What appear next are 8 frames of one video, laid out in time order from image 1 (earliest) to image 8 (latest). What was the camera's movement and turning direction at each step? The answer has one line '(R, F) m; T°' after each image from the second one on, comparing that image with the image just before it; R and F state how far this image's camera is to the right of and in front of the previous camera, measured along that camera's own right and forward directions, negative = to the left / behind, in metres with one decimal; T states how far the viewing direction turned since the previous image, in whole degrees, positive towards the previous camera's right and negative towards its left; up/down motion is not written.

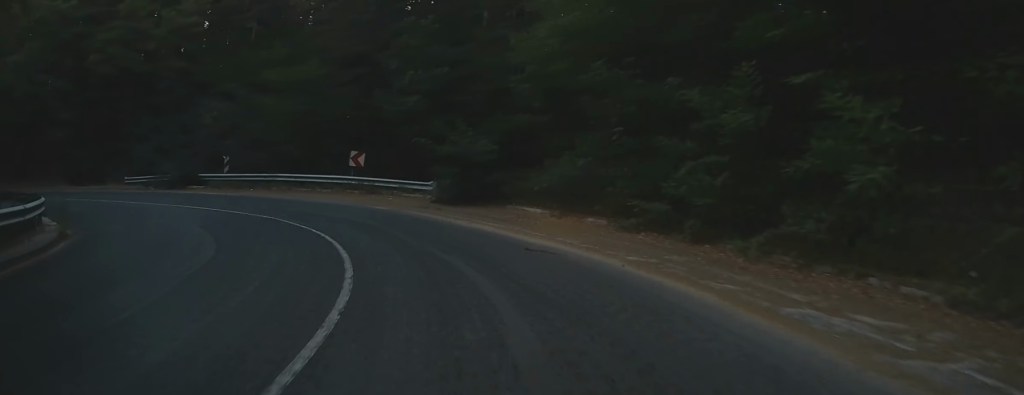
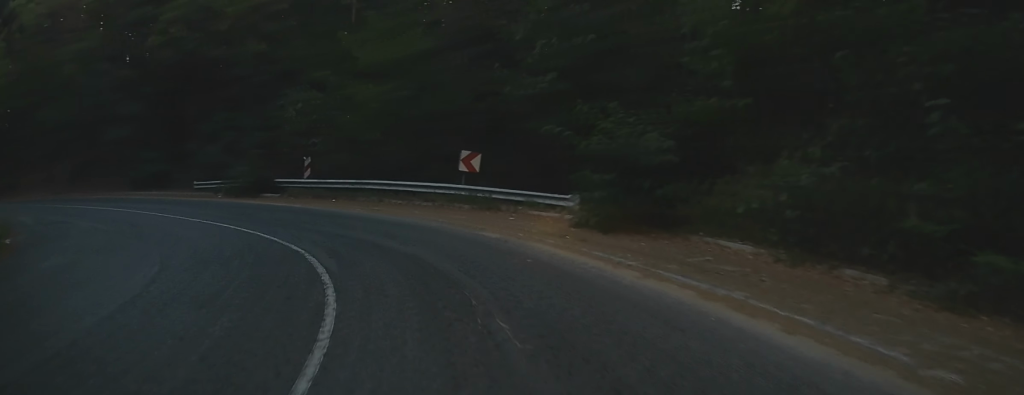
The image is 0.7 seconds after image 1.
(-1.2, +7.5) m; -9°
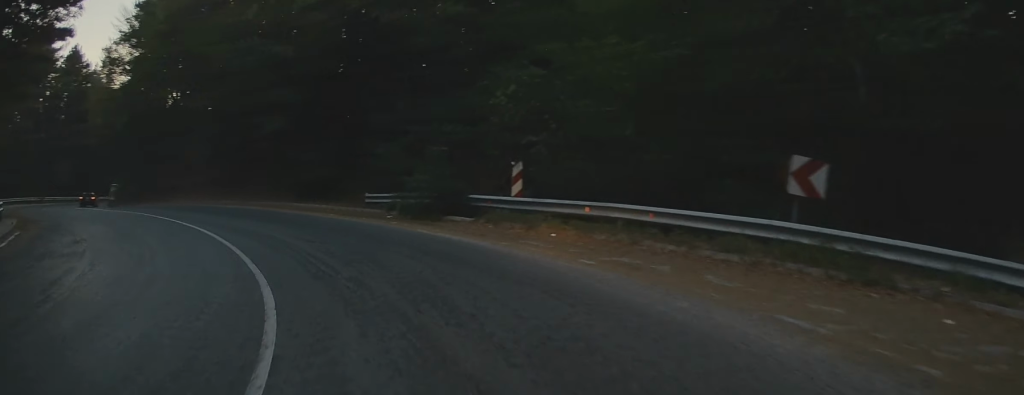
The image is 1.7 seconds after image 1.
(-0.8, +10.2) m; -9°
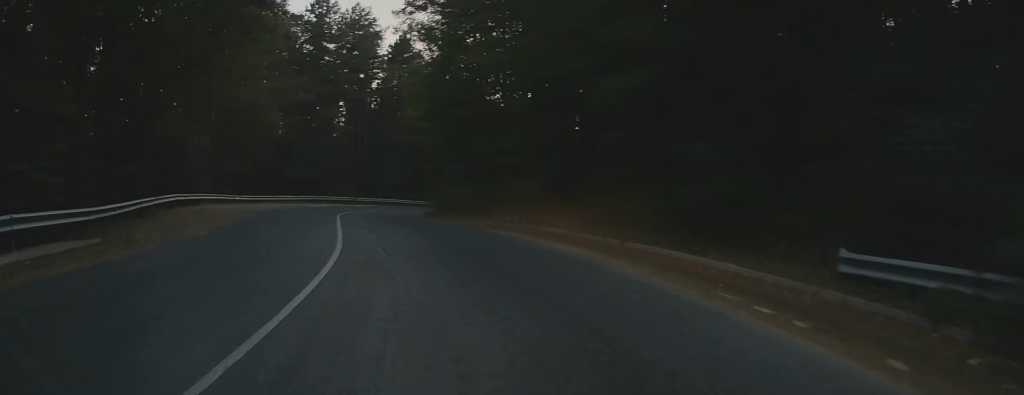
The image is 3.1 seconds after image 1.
(-1.7, +15.1) m; -14°
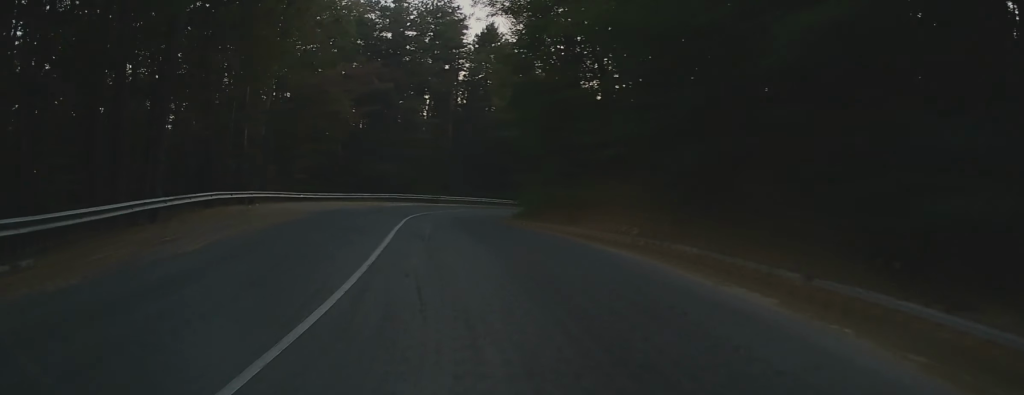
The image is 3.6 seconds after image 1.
(-0.4, +5.8) m; -6°
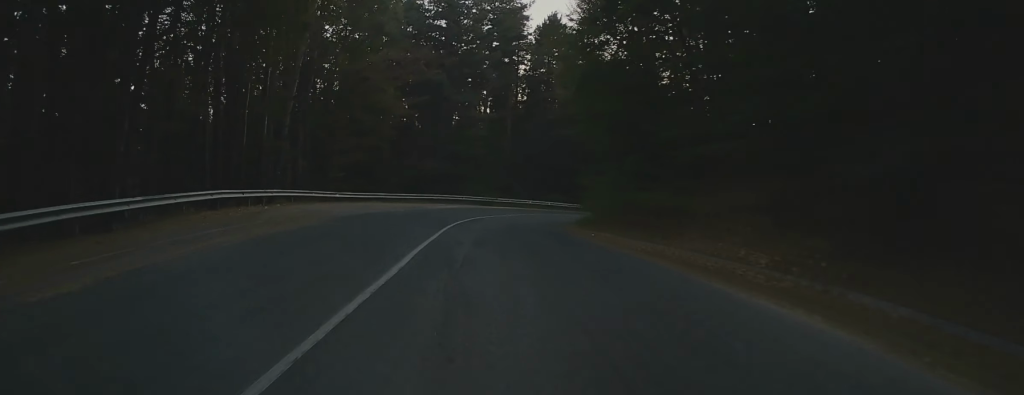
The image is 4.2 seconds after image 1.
(-0.2, +5.7) m; -7°
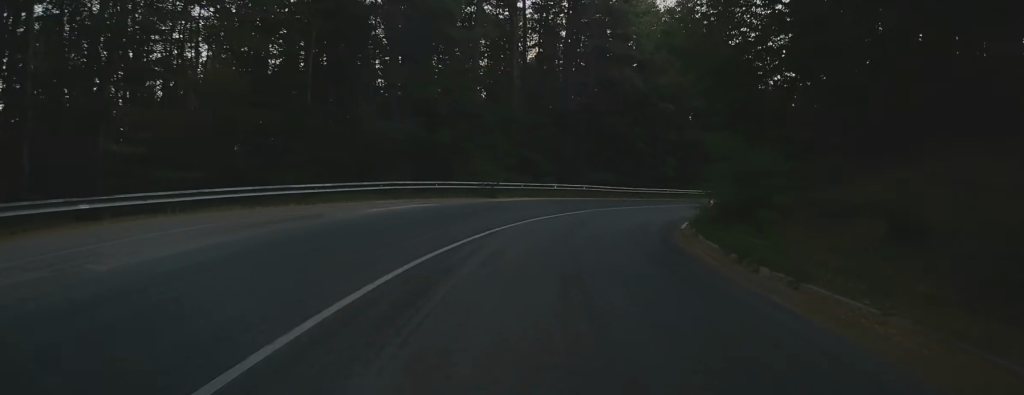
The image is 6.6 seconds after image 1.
(-4.8, +24.1) m; -5°
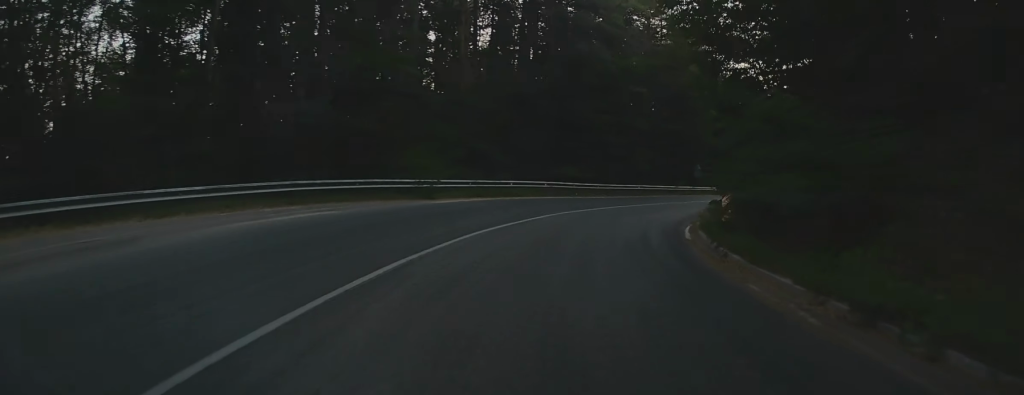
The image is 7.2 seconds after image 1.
(+0.6, +6.6) m; +4°
